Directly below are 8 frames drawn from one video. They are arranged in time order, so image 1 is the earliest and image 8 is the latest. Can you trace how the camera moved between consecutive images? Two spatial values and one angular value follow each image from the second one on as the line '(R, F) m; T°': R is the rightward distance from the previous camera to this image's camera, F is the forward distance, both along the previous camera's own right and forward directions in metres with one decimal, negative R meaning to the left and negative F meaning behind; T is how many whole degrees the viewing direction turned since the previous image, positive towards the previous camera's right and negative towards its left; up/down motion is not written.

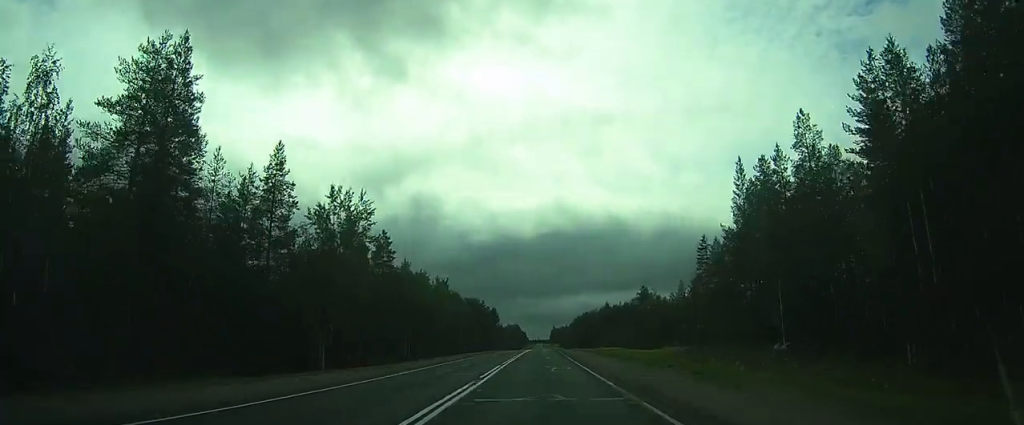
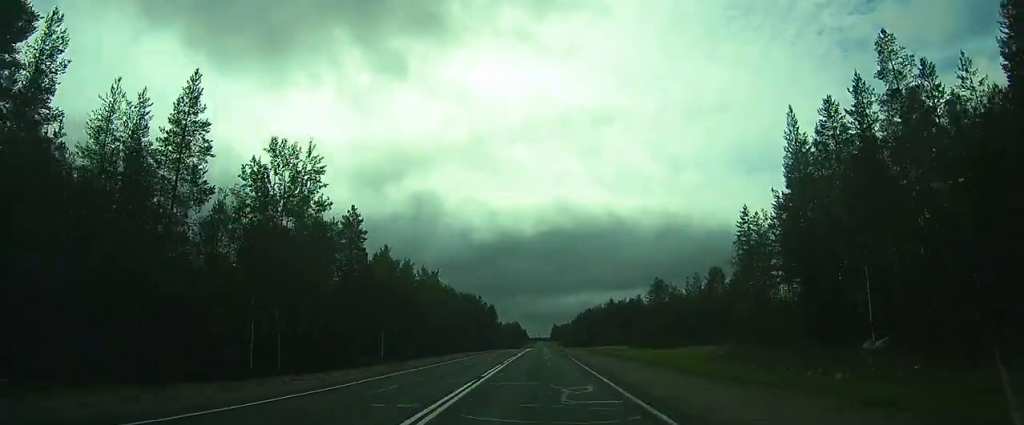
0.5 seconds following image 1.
(+0.1, +11.1) m; 0°
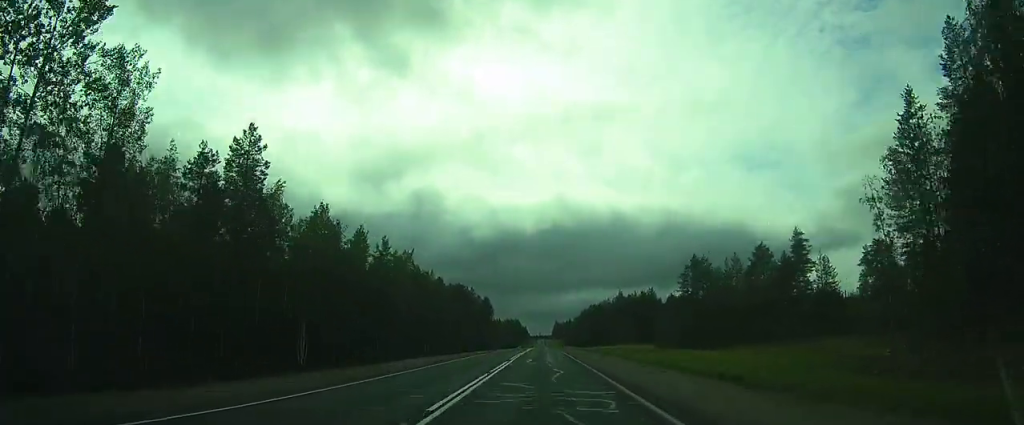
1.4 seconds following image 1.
(+0.1, +20.7) m; 0°
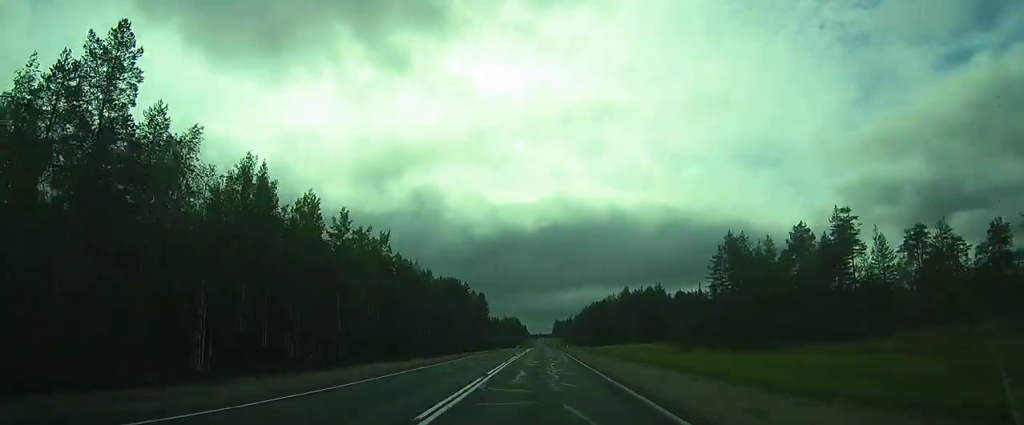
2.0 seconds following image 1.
(0.0, +12.6) m; 0°
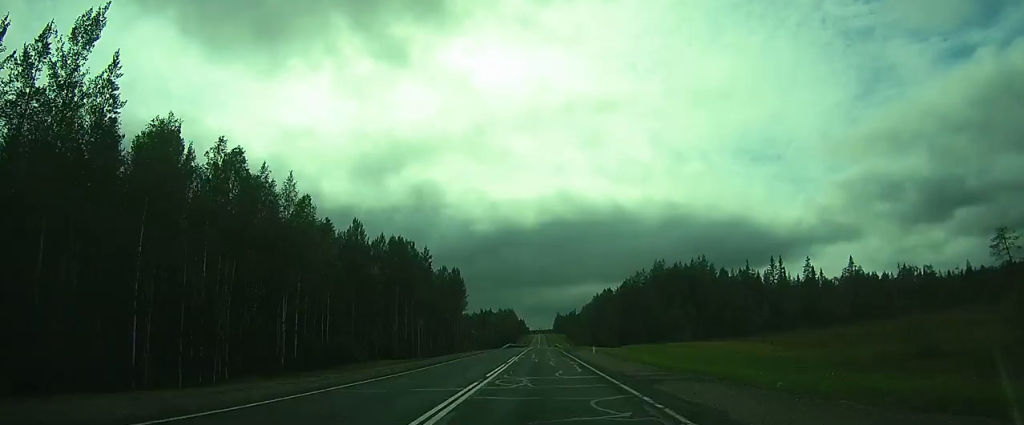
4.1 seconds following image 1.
(0.0, +47.3) m; 0°
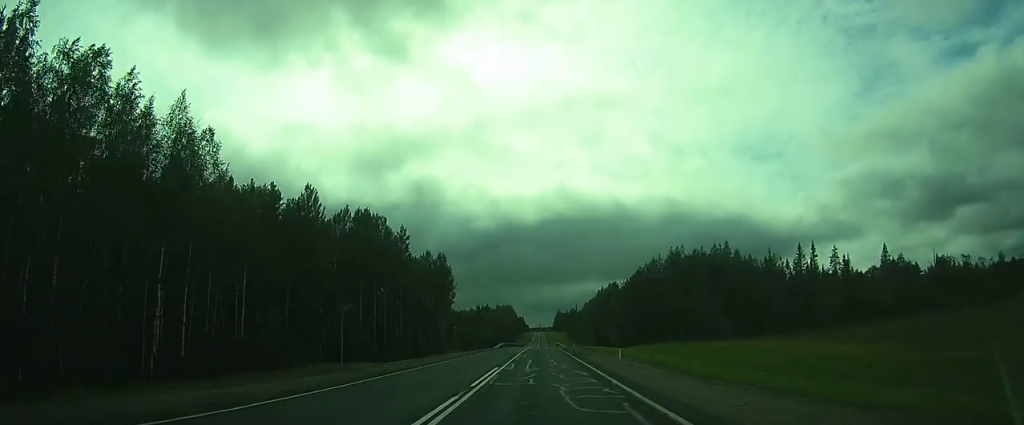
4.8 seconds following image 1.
(0.0, +15.5) m; 0°
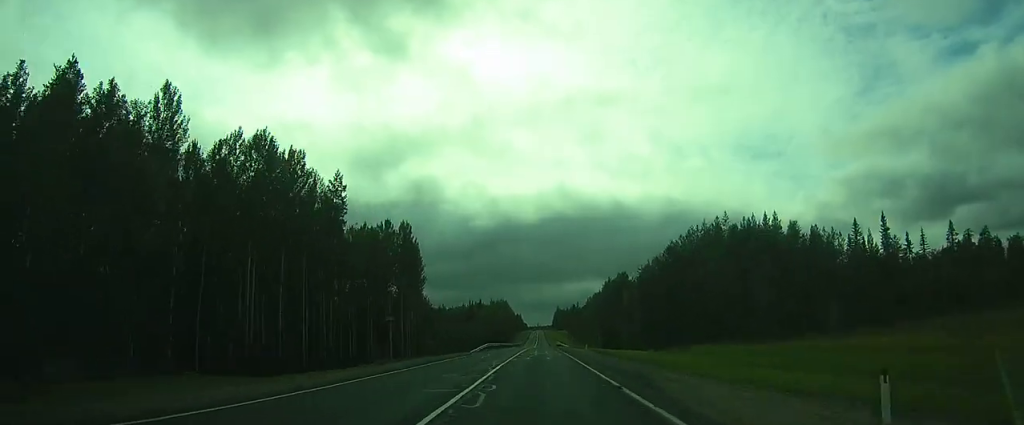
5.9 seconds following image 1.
(0.0, +24.4) m; 0°
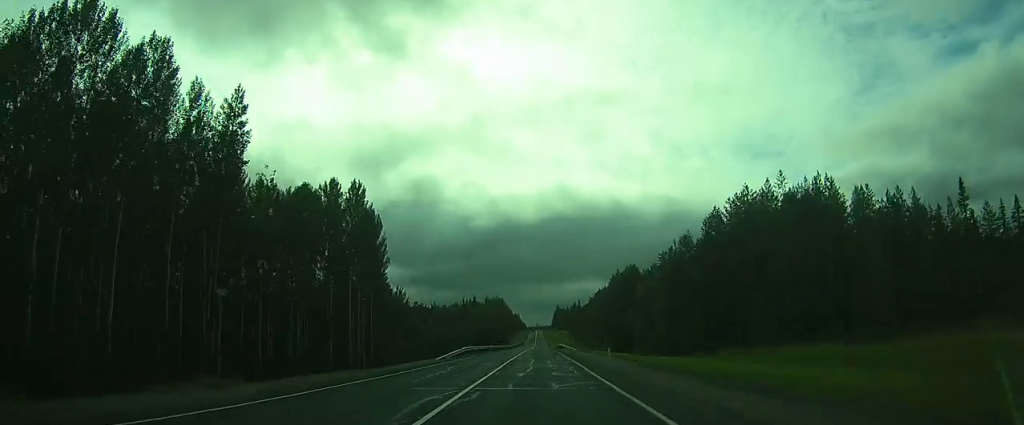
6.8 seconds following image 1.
(-0.1, +18.4) m; 0°
